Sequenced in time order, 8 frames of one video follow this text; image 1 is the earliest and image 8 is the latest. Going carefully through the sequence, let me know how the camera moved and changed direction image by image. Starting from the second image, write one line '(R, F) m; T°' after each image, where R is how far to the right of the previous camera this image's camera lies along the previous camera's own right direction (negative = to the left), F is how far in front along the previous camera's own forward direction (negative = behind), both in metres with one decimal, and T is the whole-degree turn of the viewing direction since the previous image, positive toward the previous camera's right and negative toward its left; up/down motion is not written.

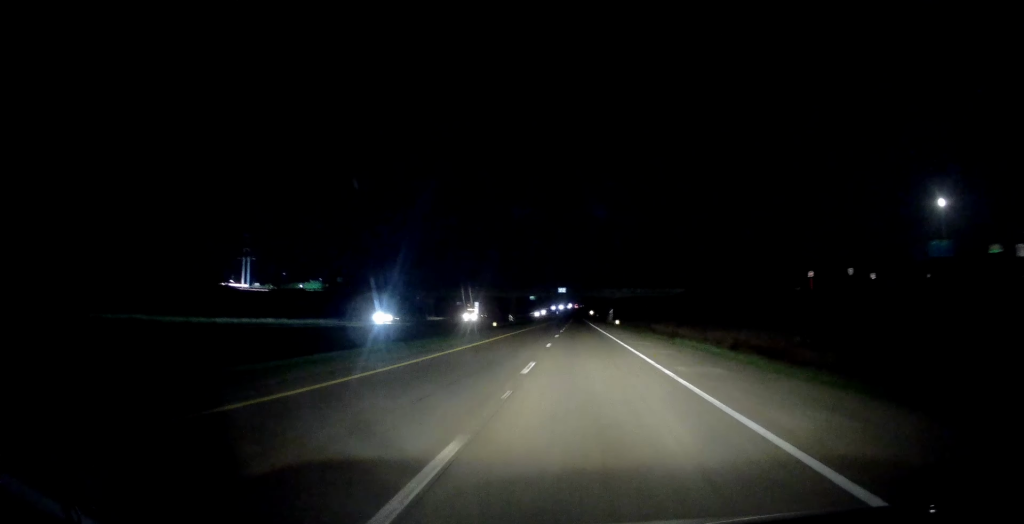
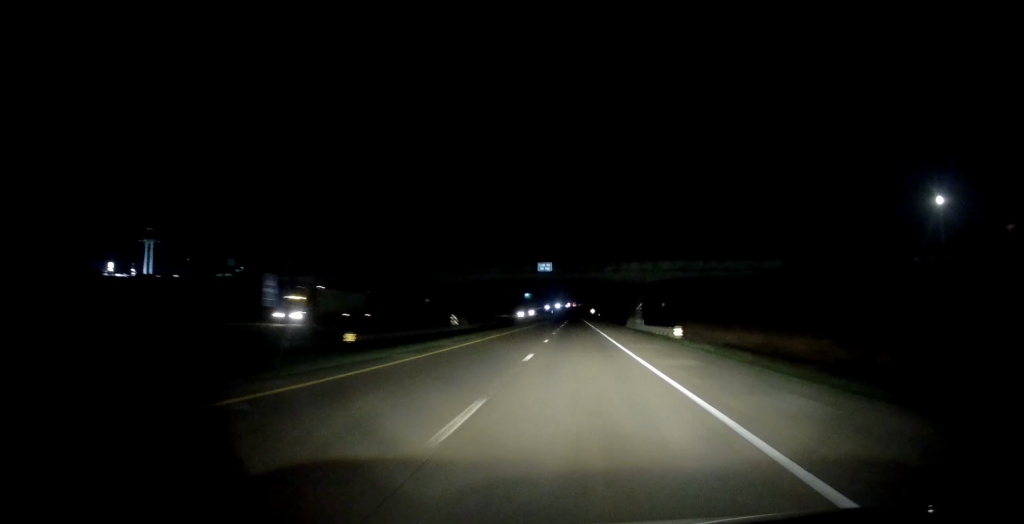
(+0.3, +57.1) m; 0°
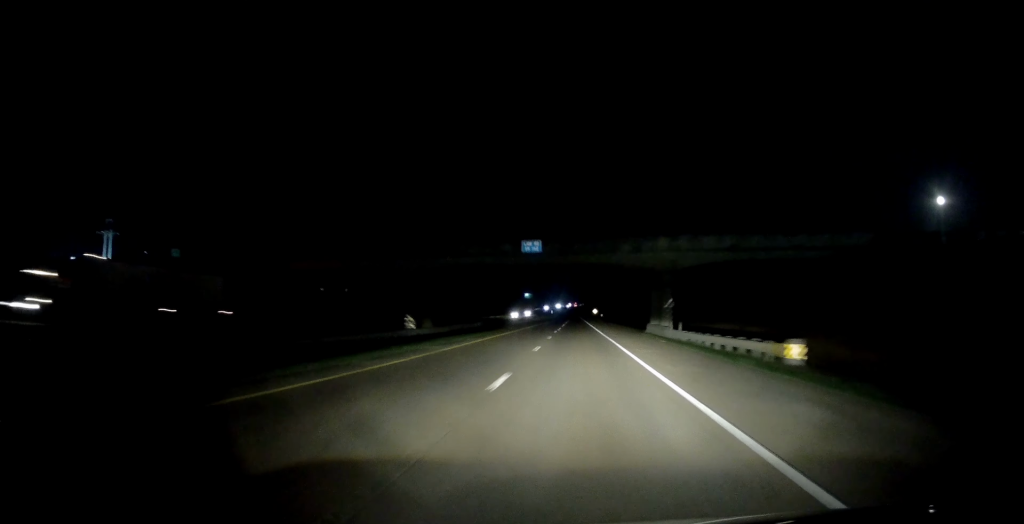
(0.0, +19.5) m; 0°
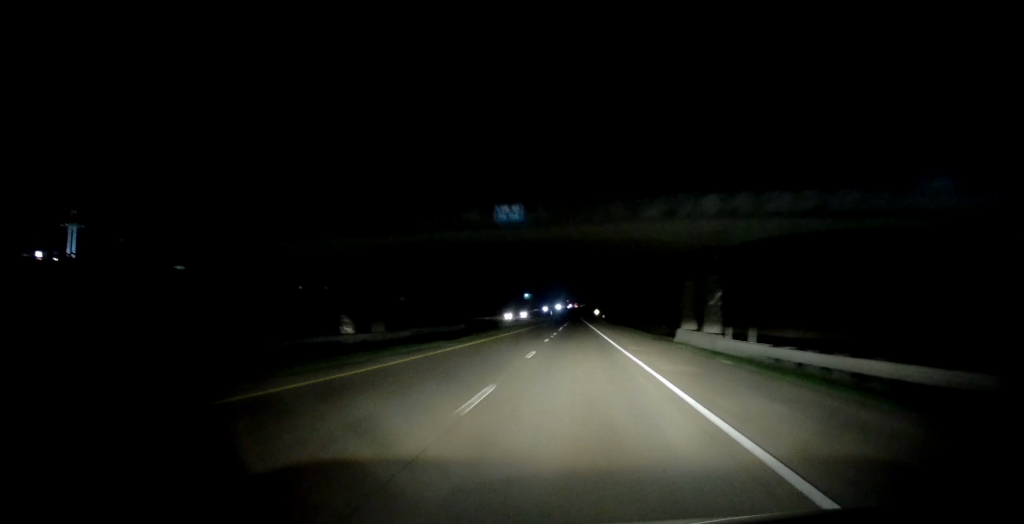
(0.0, +14.8) m; 0°
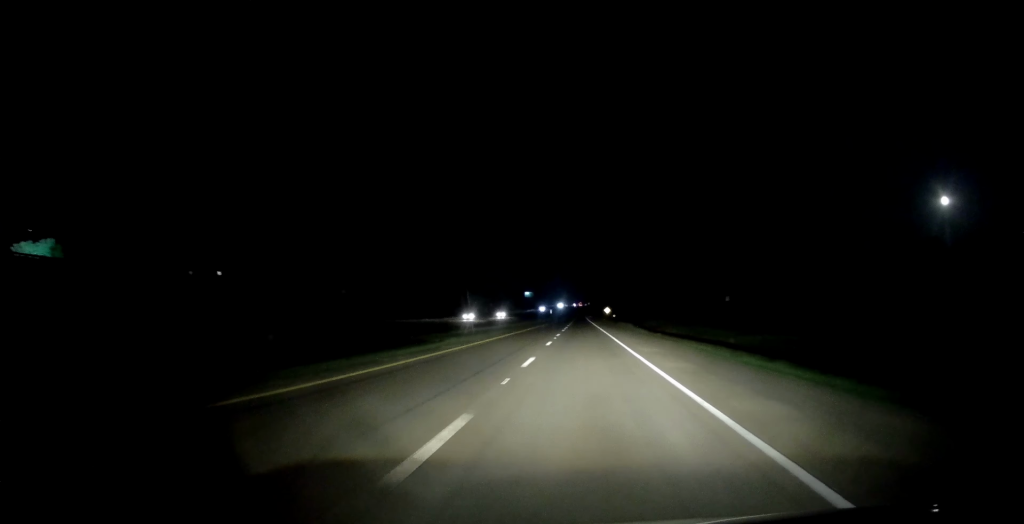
(+0.7, +52.5) m; +1°
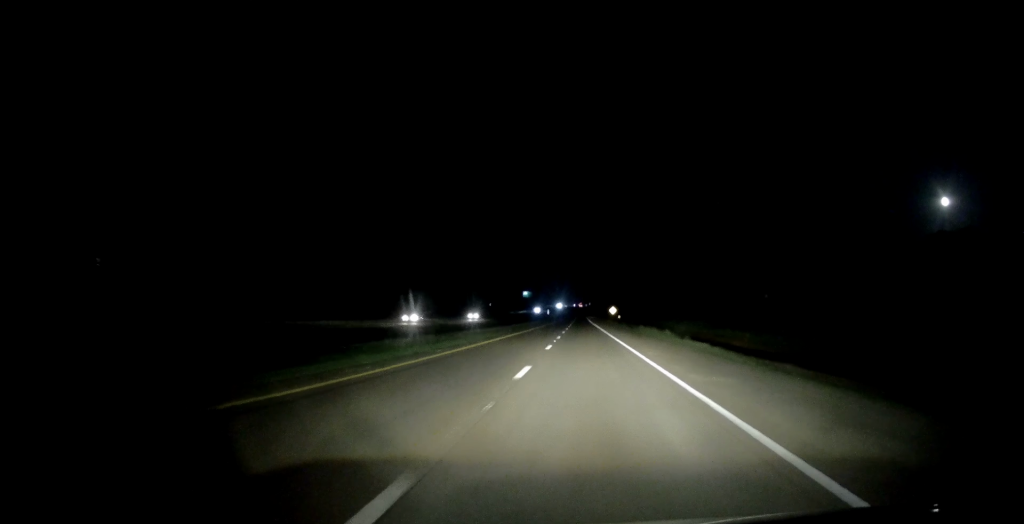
(-0.3, +27.4) m; -1°
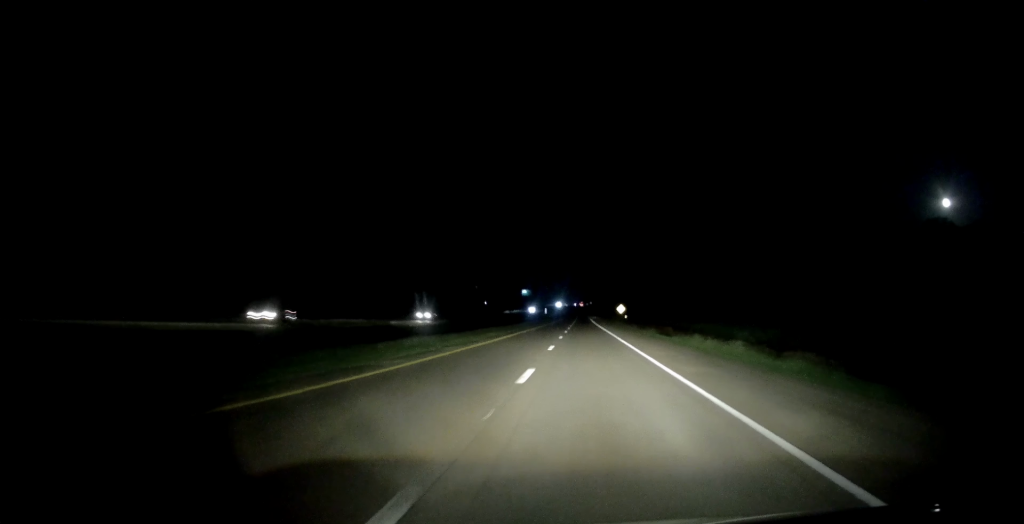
(-0.2, +25.0) m; 0°
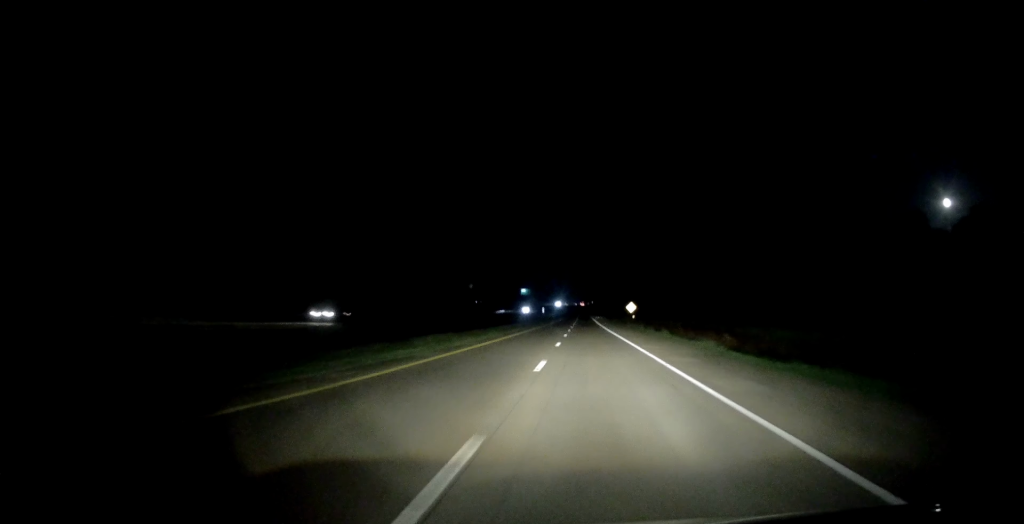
(-0.2, +21.5) m; 0°
